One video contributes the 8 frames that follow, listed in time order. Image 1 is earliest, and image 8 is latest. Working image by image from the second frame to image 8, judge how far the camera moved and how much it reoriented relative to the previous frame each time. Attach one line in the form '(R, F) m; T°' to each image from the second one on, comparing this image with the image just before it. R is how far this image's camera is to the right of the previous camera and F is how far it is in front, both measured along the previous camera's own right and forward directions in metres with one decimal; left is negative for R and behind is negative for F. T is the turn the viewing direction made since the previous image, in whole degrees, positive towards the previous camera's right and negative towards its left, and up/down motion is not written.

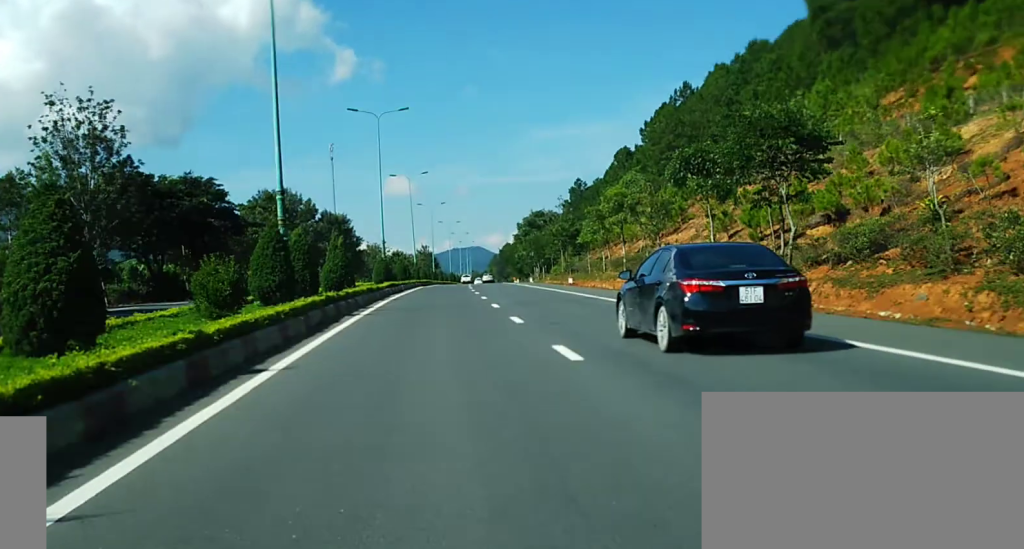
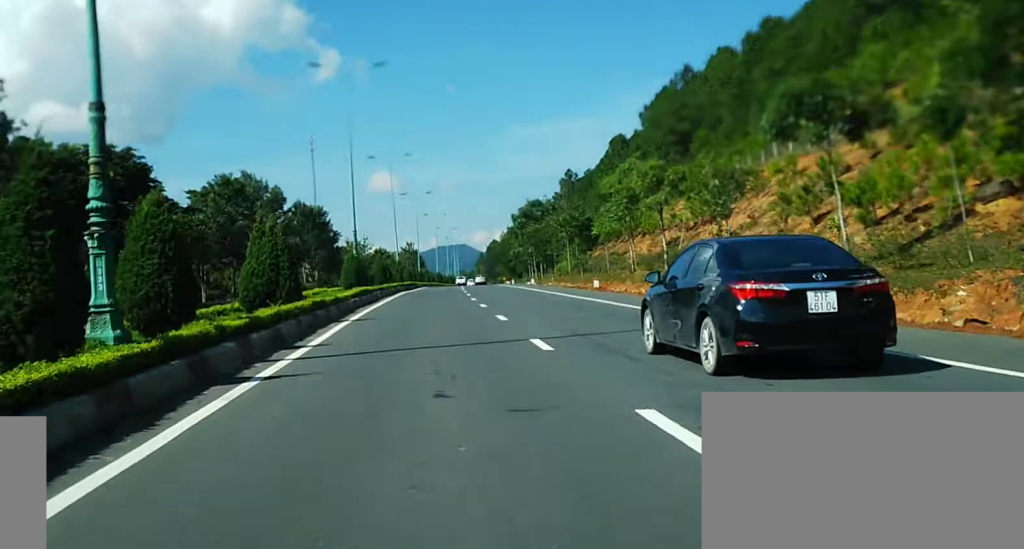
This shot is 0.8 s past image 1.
(+0.1, +14.1) m; +1°
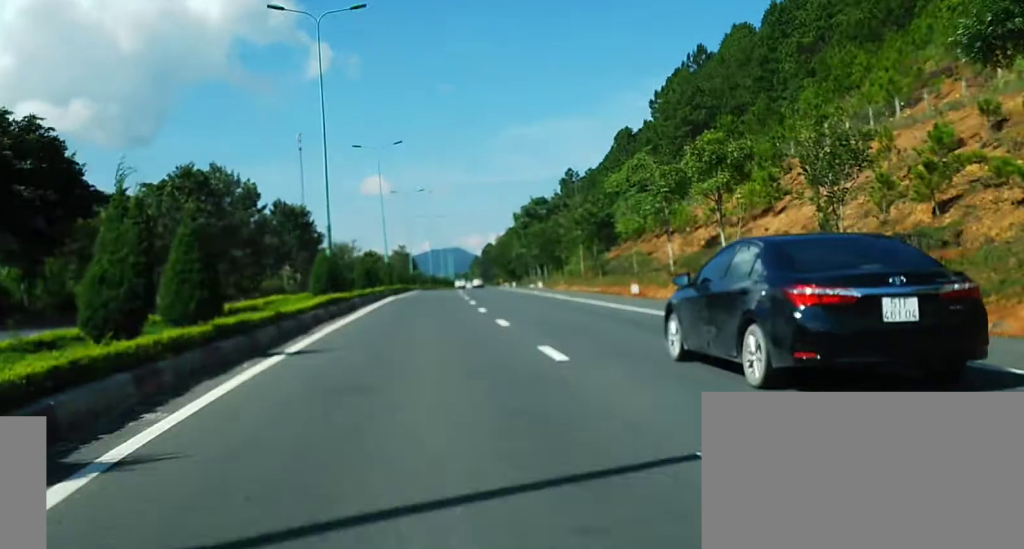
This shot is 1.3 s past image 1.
(0.0, +9.4) m; +1°
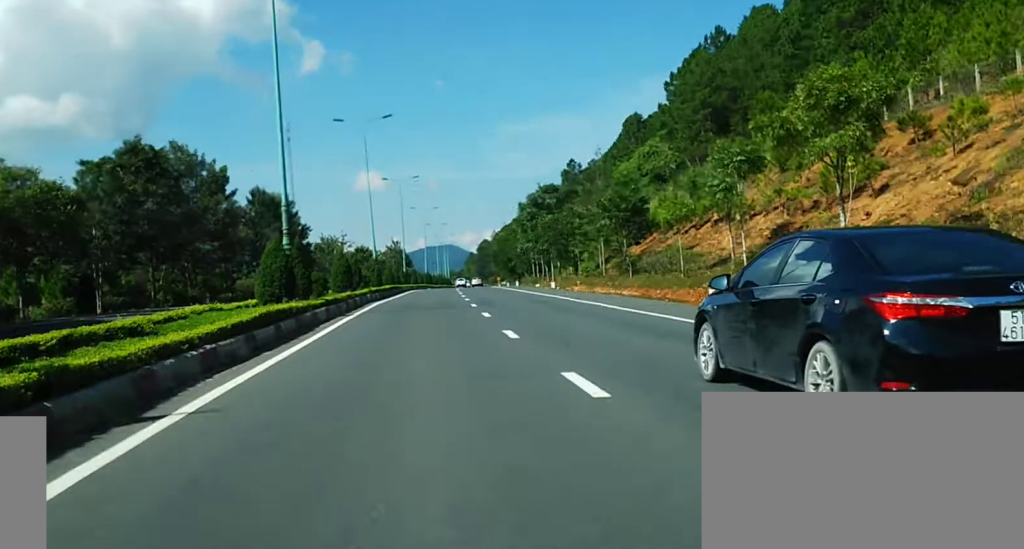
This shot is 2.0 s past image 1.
(+0.1, +11.8) m; 0°
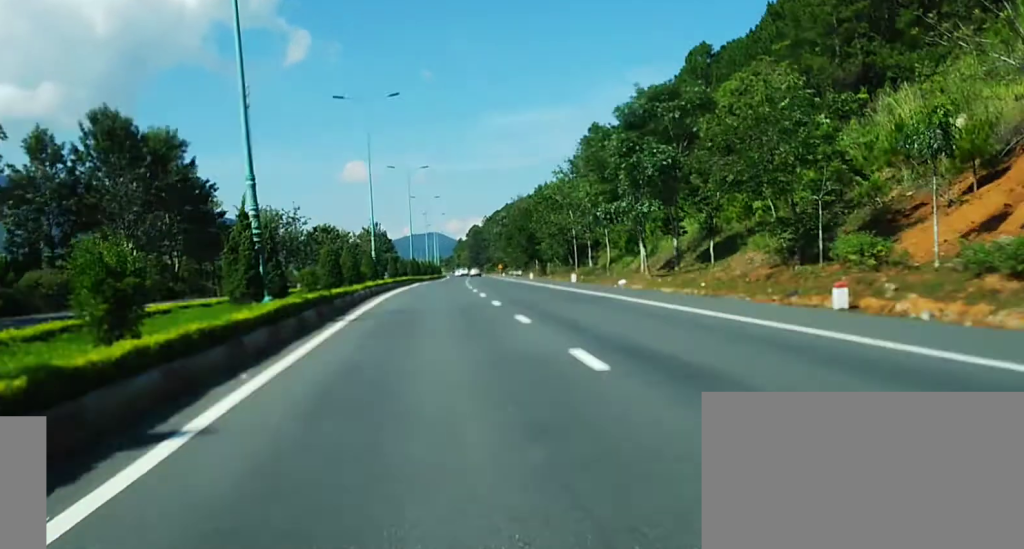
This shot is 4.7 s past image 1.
(0.0, +48.1) m; +1°
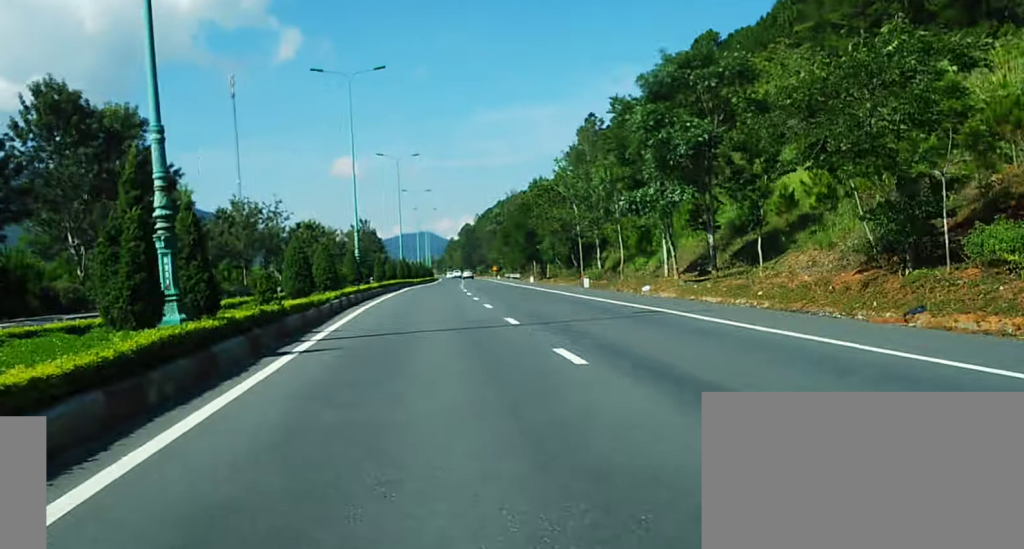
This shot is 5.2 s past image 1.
(0.0, +9.8) m; +1°
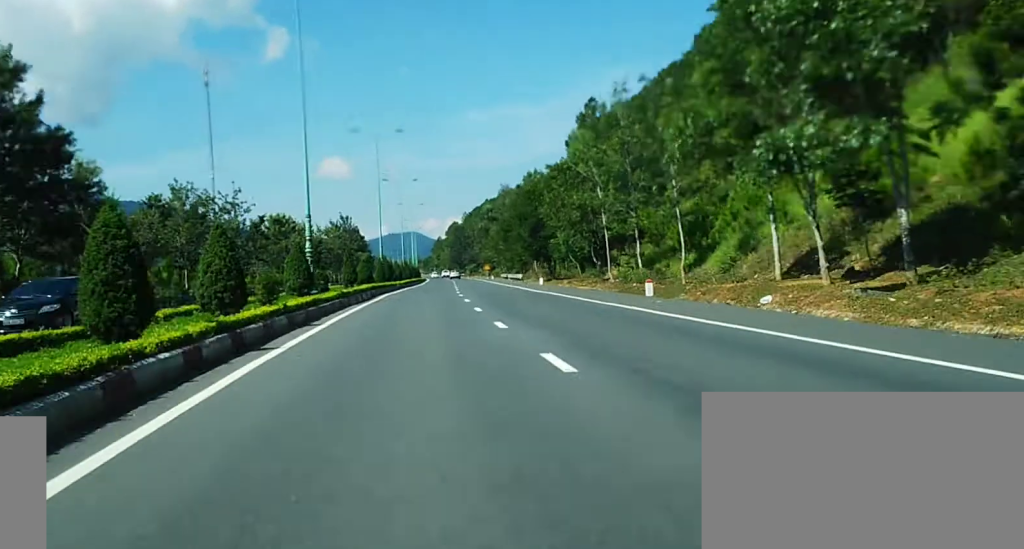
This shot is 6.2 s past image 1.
(+0.3, +17.2) m; +1°
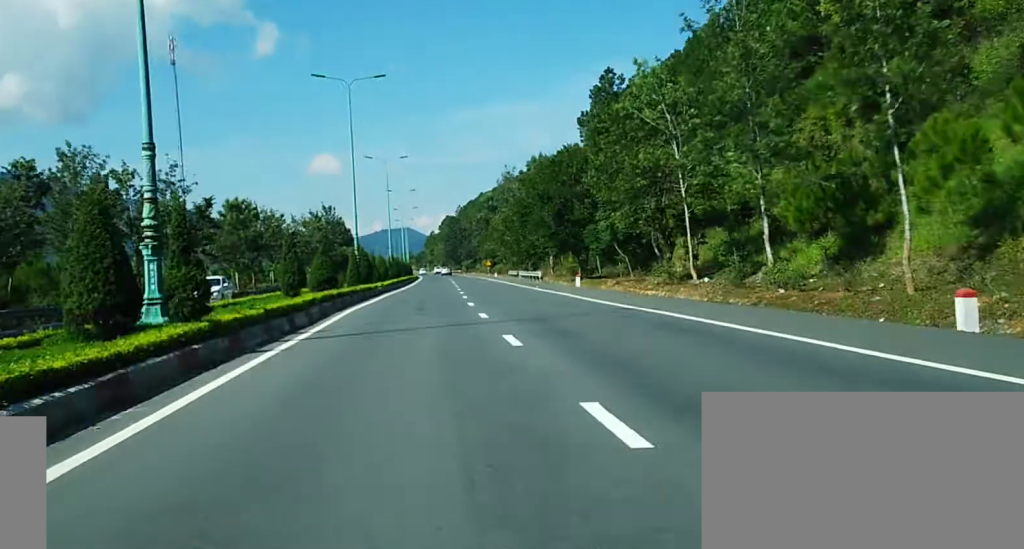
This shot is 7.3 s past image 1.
(0.0, +19.9) m; 0°
